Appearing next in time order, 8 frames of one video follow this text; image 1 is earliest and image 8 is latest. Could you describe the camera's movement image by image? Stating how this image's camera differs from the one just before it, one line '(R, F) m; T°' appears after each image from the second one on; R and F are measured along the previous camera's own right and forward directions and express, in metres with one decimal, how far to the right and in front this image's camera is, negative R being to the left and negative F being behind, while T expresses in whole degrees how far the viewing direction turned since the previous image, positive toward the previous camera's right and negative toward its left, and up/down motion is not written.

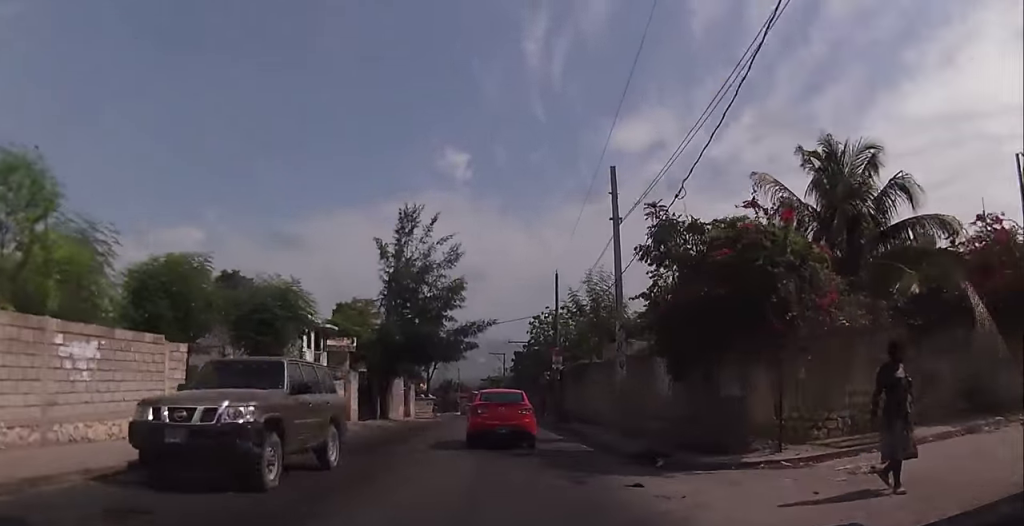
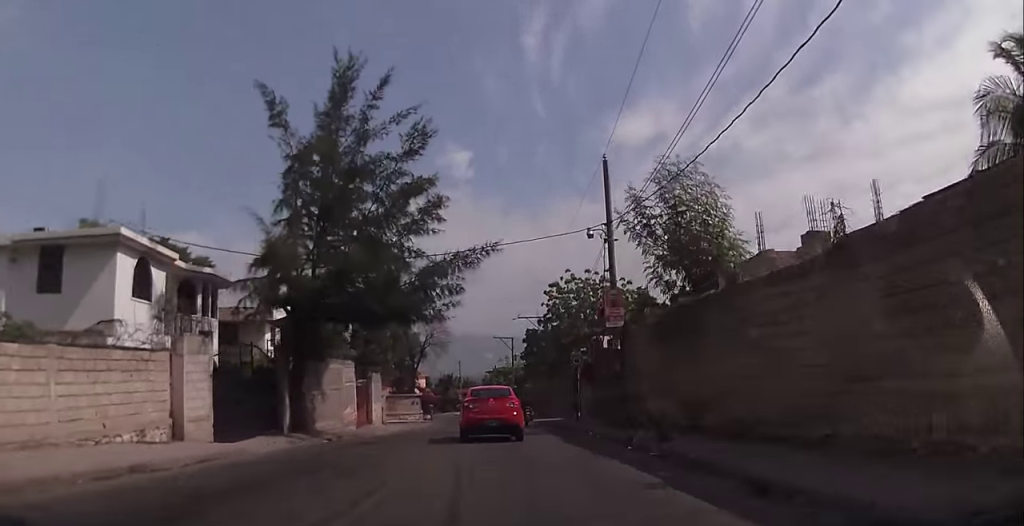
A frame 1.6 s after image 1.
(-1.0, +18.8) m; -4°
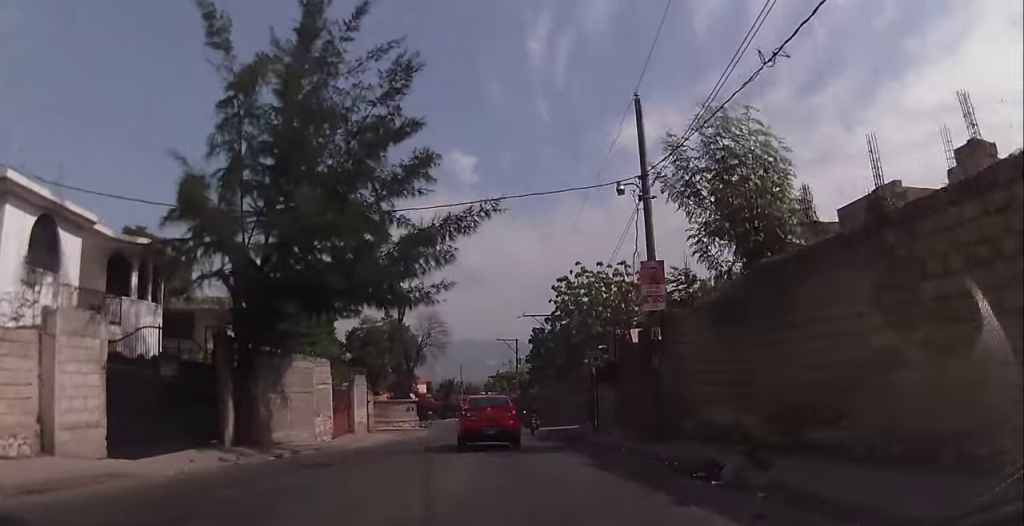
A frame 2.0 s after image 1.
(0.0, +5.0) m; +1°
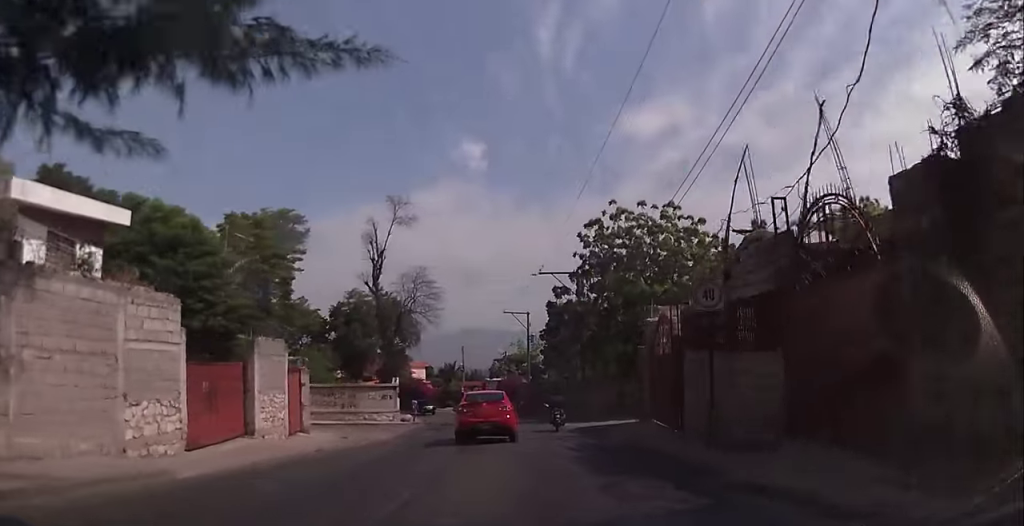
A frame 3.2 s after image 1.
(+0.3, +12.8) m; +2°
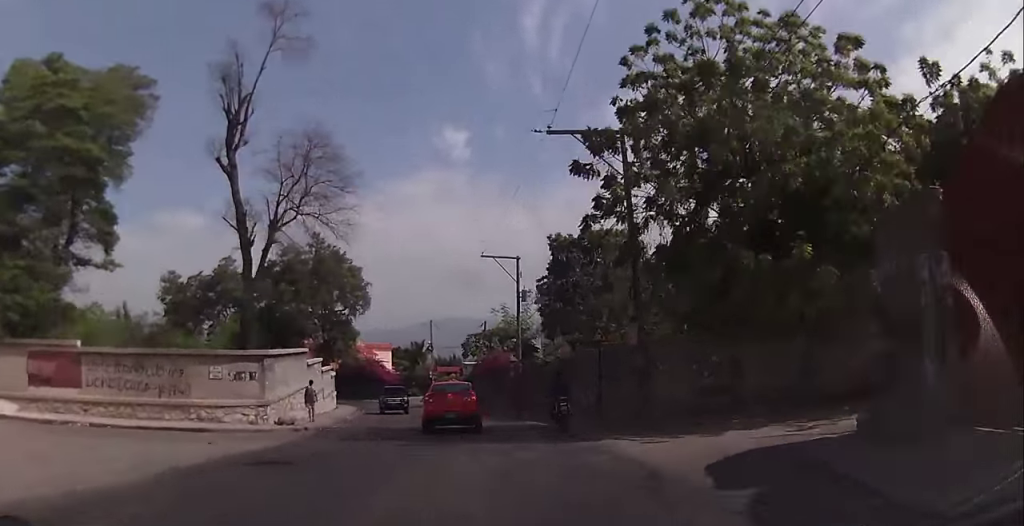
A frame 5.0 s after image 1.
(-0.3, +20.4) m; -2°
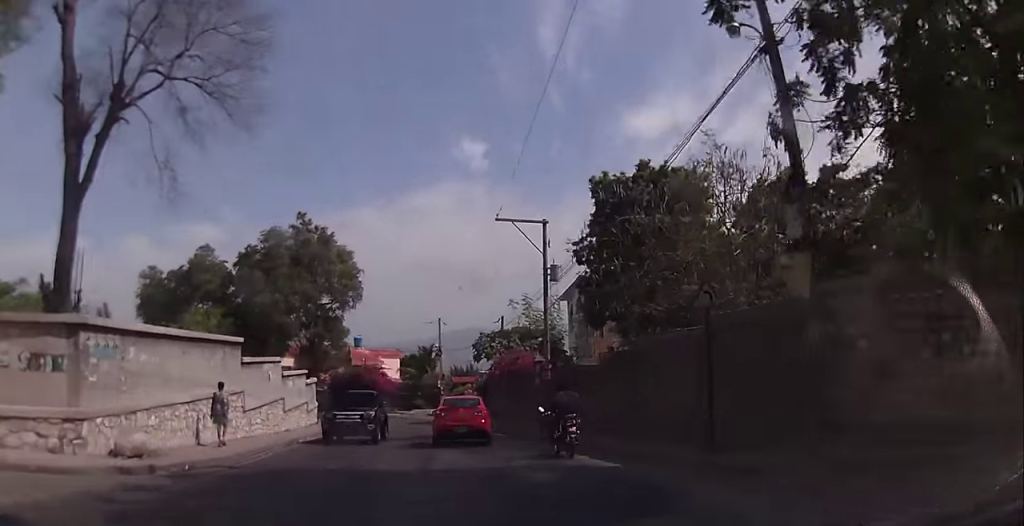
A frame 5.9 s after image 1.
(-0.1, +11.8) m; -1°
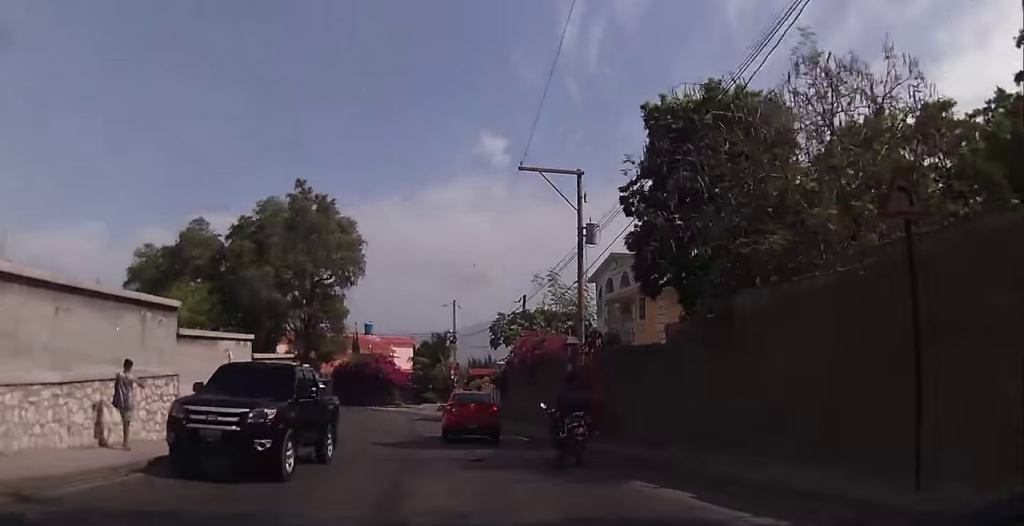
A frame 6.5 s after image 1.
(0.0, +6.5) m; 0°
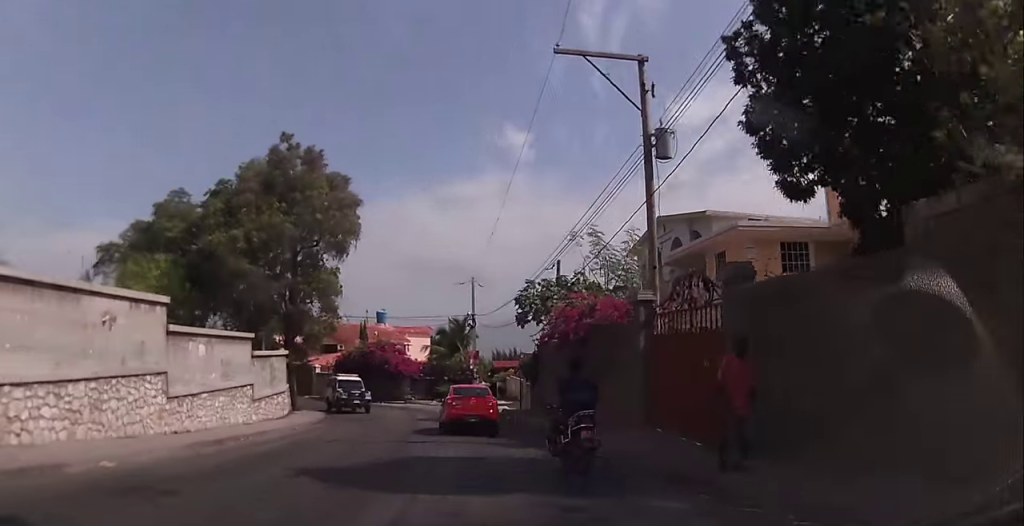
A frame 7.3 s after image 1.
(0.0, +9.0) m; -3°
